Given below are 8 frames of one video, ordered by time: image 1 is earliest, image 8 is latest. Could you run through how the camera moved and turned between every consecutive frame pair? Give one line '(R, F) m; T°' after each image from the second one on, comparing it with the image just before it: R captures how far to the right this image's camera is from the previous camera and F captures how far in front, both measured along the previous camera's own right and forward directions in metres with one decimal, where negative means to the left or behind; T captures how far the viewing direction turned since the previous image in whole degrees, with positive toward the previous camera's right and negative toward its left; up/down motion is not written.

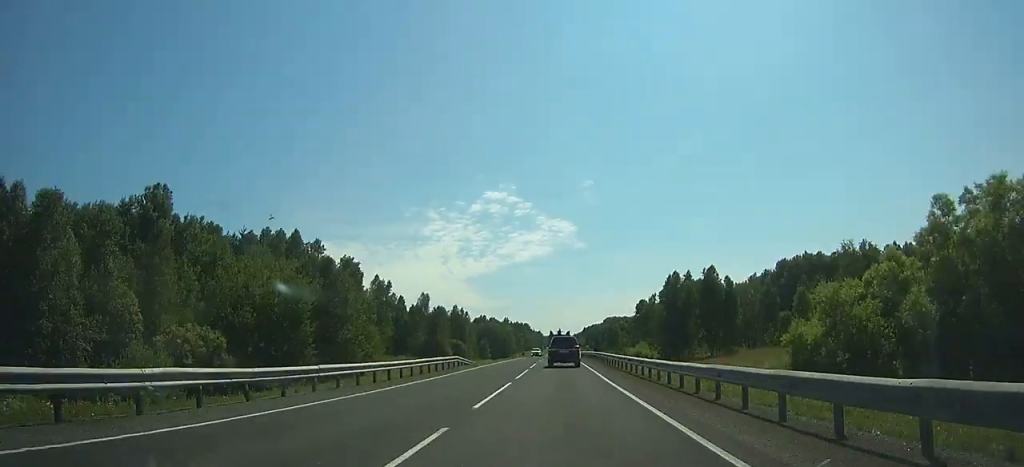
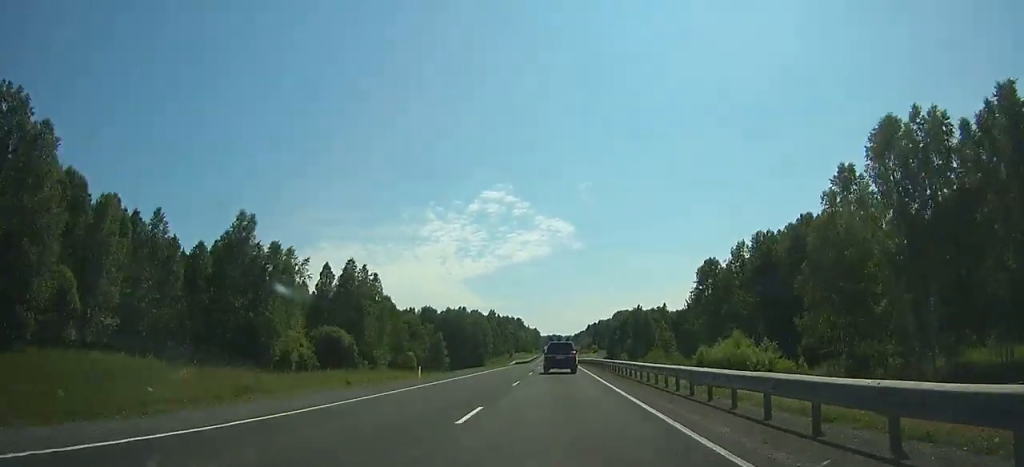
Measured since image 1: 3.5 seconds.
(-0.1, +80.6) m; 0°
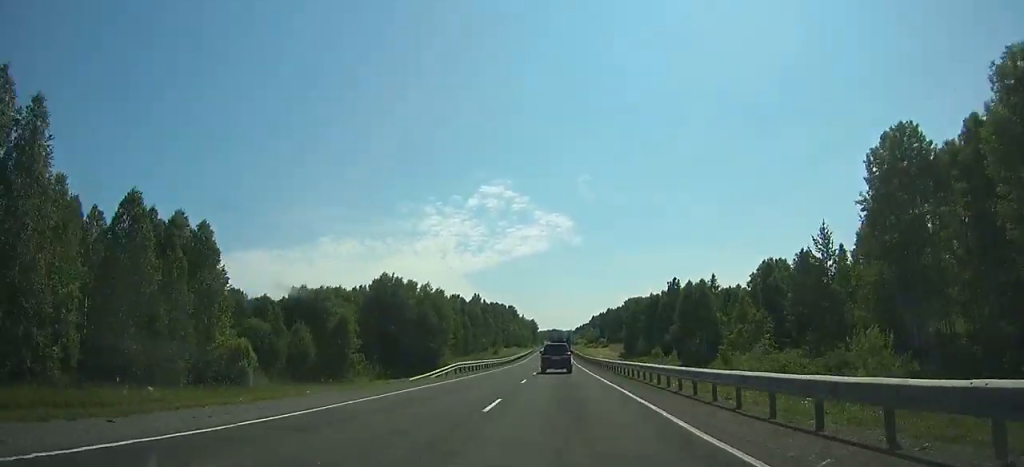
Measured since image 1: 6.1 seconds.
(0.0, +59.1) m; 0°
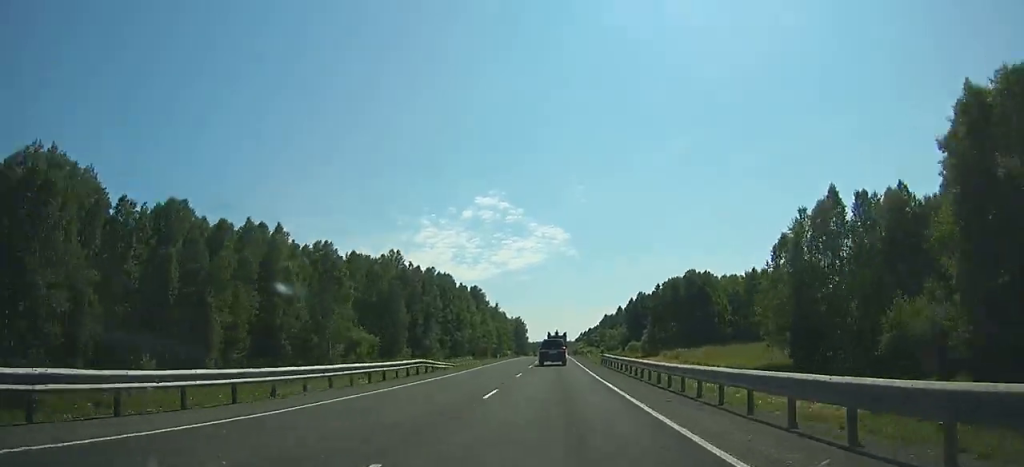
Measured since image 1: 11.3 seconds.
(+0.2, +117.5) m; 0°
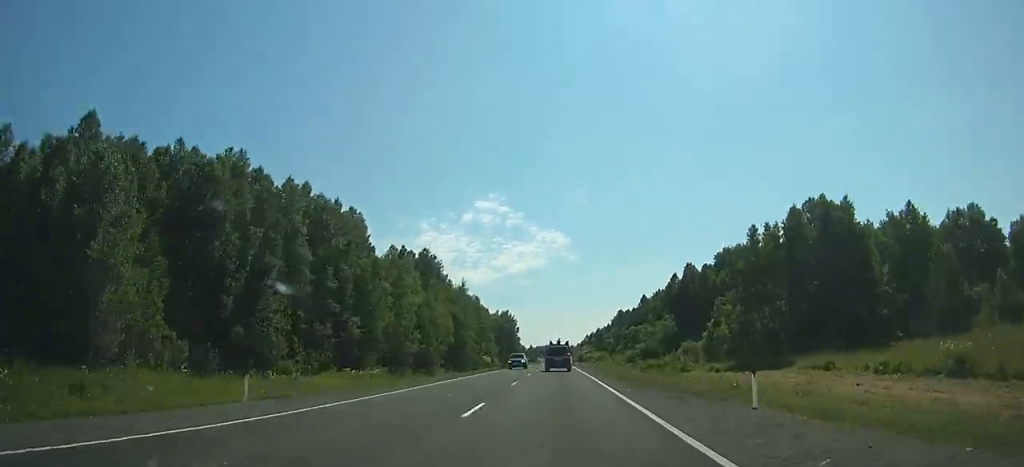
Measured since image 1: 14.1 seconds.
(-0.1, +63.3) m; 0°
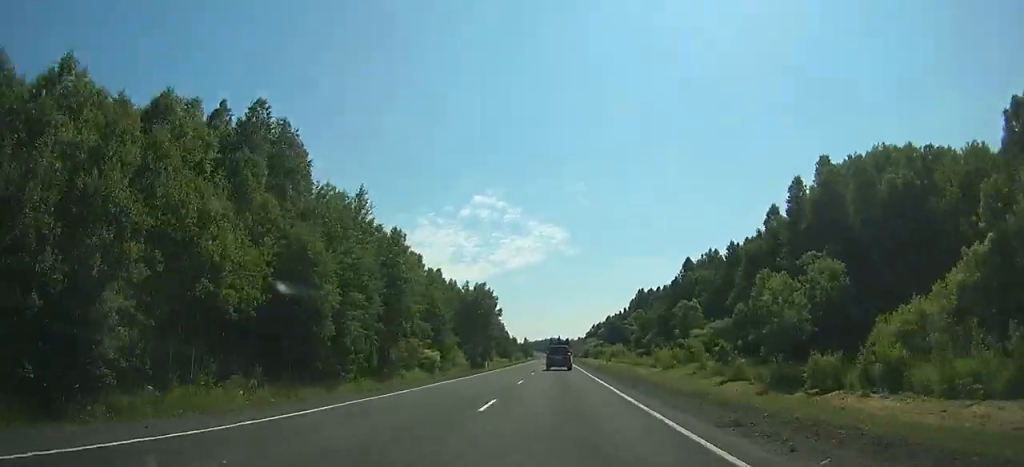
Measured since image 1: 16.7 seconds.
(-0.1, +59.0) m; 0°
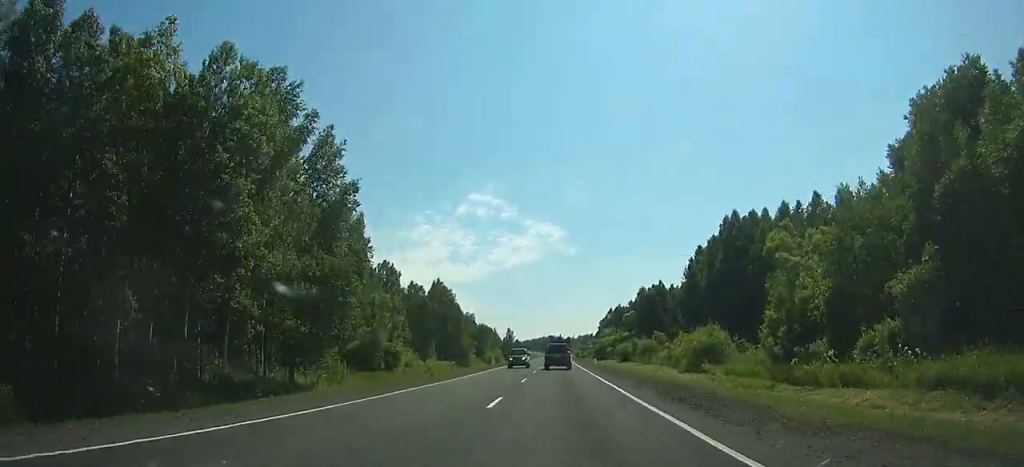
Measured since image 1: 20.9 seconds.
(0.0, +95.7) m; 0°
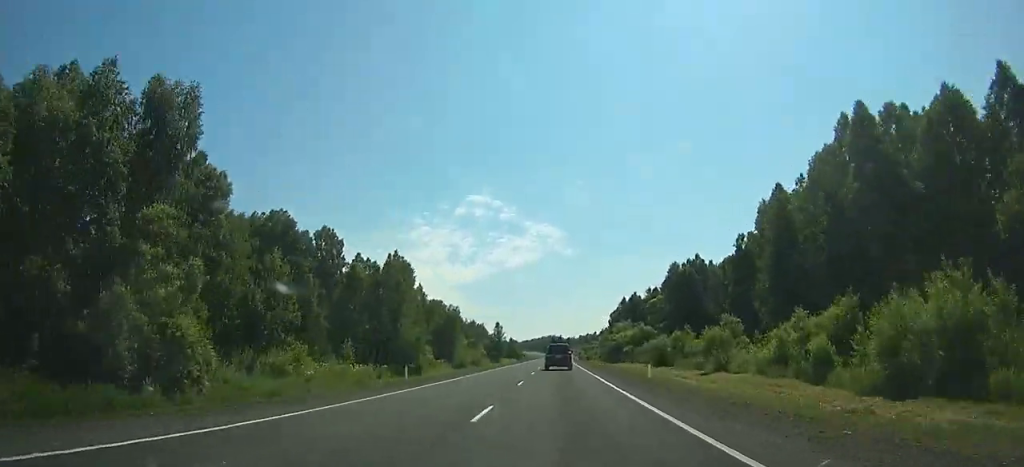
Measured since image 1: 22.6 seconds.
(0.0, +38.9) m; 0°
